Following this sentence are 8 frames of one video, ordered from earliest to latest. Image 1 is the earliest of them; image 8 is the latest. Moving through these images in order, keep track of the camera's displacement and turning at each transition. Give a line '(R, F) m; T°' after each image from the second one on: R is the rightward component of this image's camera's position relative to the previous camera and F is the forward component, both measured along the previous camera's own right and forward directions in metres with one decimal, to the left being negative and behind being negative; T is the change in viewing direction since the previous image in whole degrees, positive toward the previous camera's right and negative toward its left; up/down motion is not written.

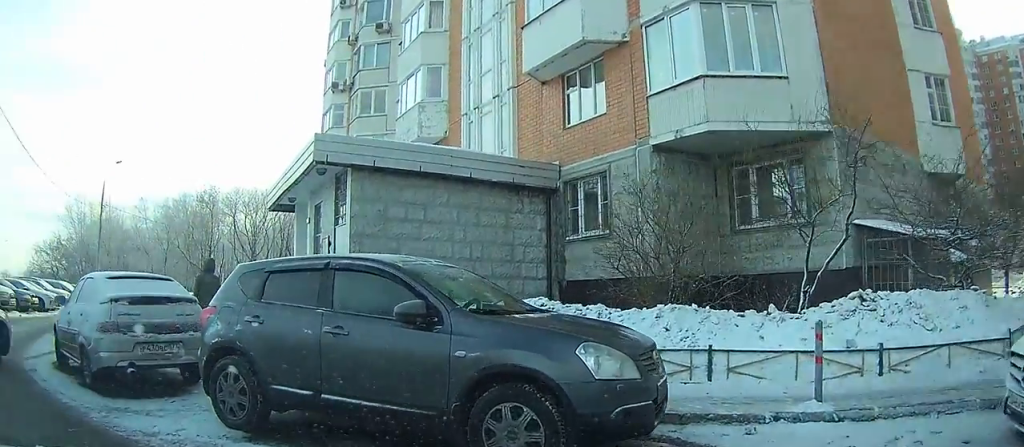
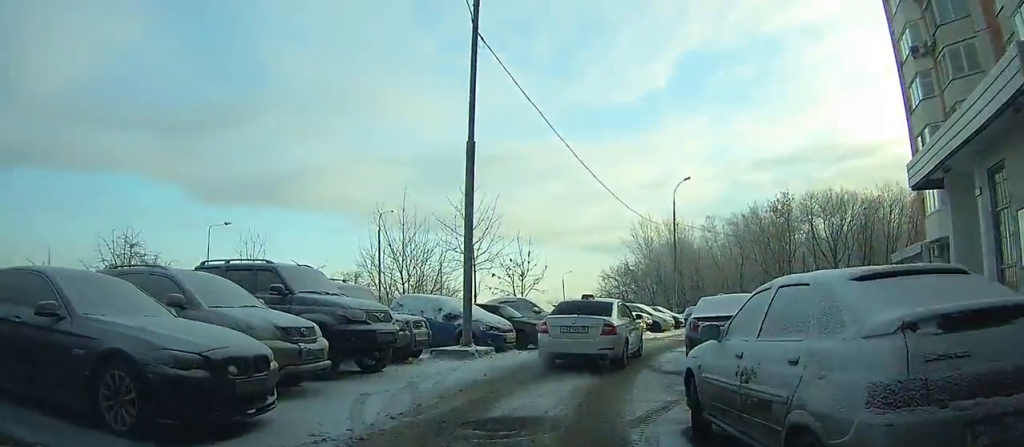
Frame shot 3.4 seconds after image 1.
(-8.7, +2.7) m; -76°
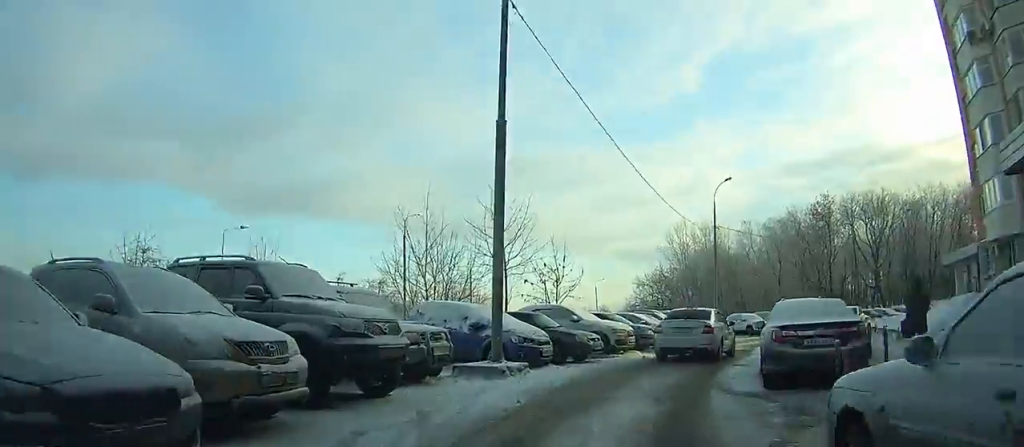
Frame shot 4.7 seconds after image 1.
(-1.1, +6.2) m; -3°
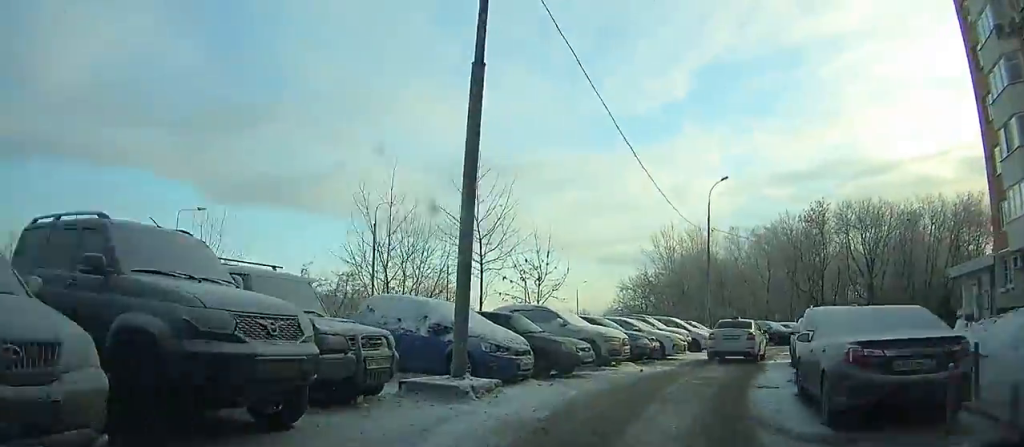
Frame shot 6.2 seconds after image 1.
(+0.8, +6.2) m; +18°
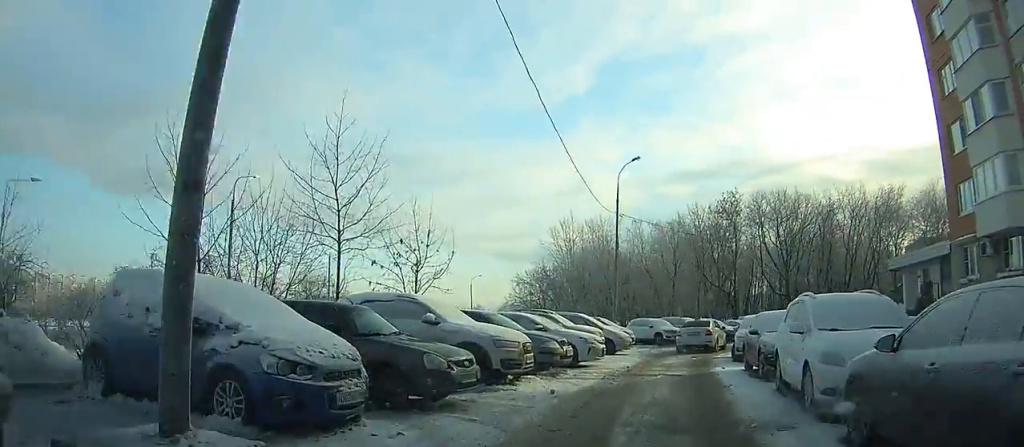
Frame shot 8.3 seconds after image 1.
(+0.8, +7.4) m; +26°
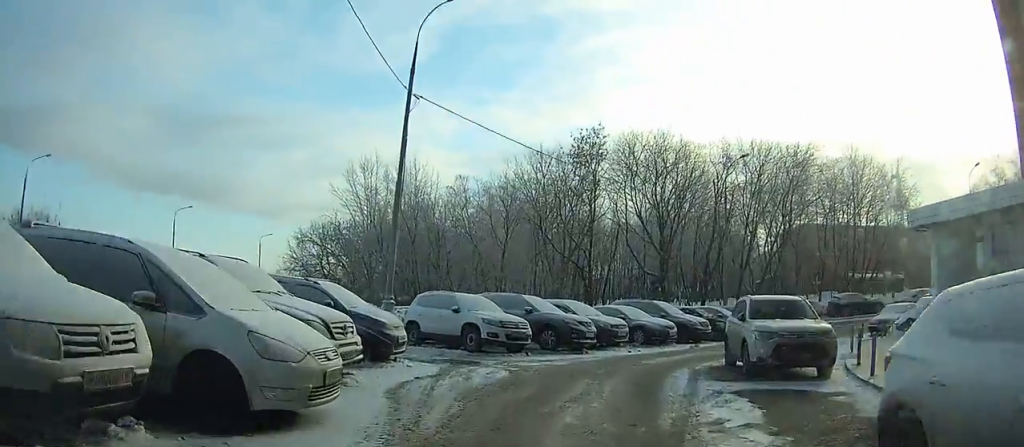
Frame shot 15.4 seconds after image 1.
(+16.7, +21.2) m; +66°
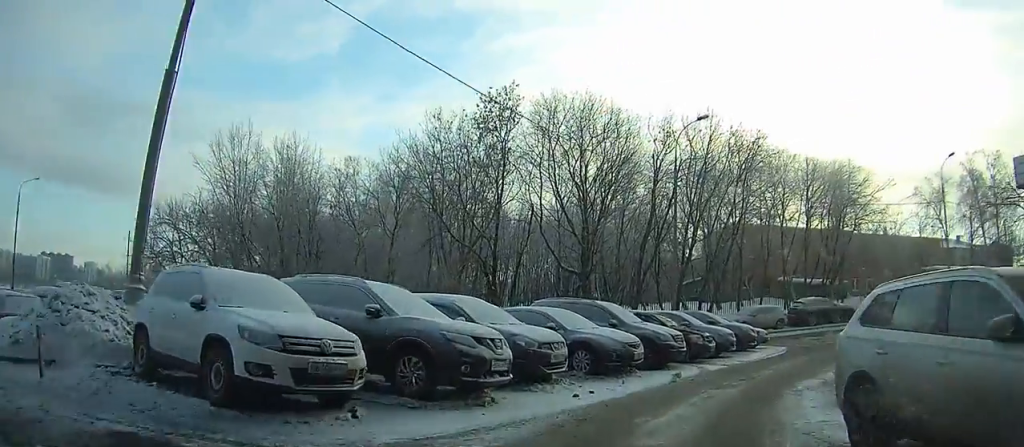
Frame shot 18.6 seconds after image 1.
(+4.9, +15.0) m; +22°
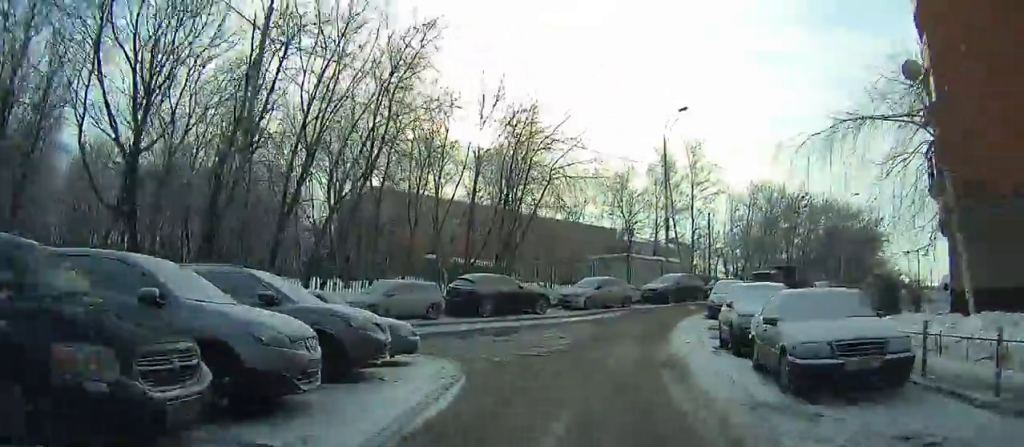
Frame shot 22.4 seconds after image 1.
(+1.2, +23.8) m; +2°
